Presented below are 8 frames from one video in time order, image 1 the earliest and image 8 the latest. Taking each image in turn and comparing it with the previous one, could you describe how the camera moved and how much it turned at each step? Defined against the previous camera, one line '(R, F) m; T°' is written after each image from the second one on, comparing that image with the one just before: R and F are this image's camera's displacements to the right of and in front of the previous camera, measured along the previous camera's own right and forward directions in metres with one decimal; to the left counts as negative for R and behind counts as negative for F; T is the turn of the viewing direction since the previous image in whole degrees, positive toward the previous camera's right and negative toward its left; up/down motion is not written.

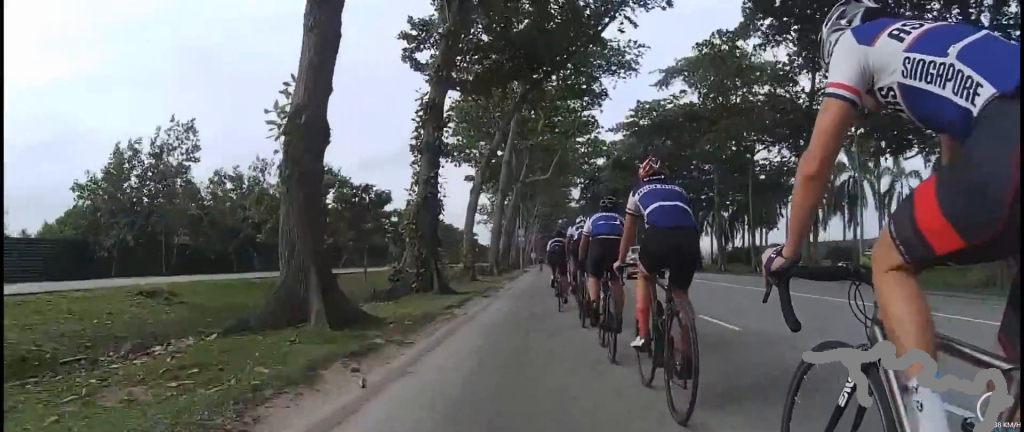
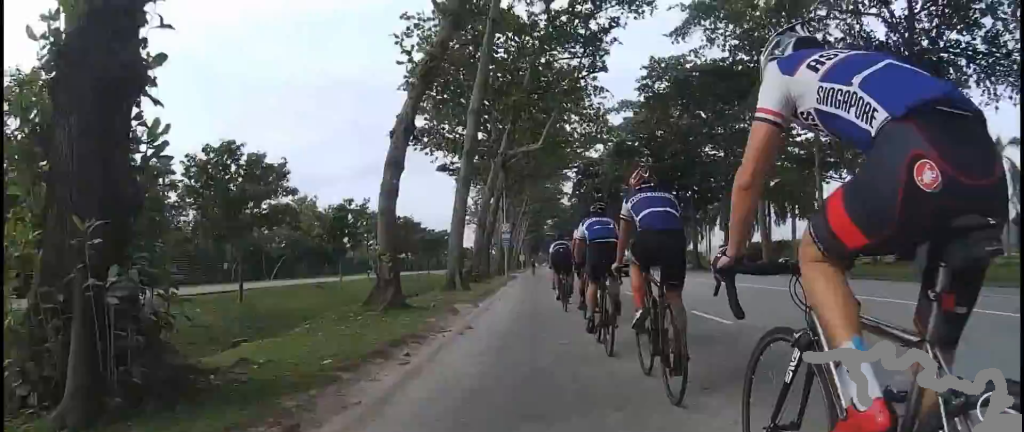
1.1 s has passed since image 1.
(+0.3, +12.1) m; +2°
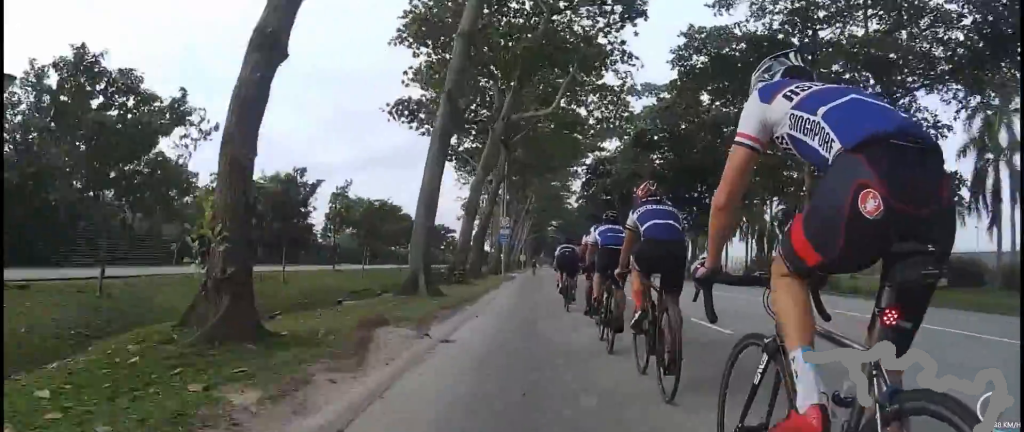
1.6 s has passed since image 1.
(+0.4, +6.6) m; 0°
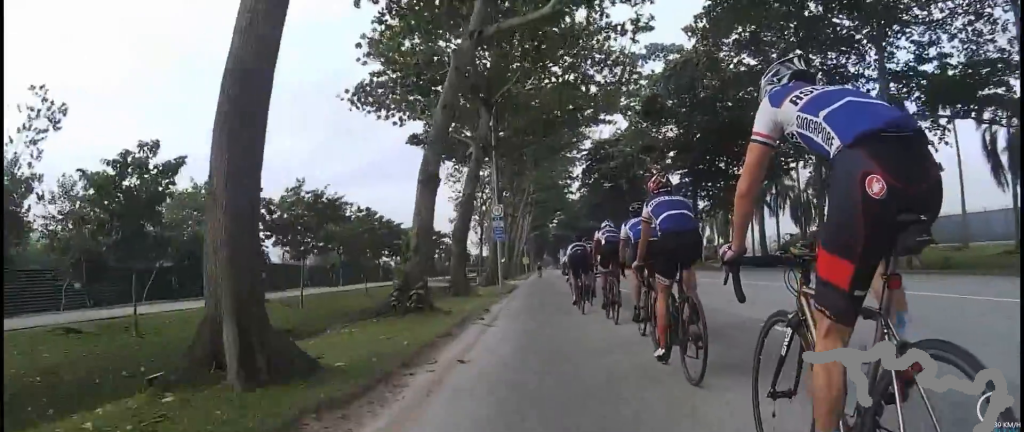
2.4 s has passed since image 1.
(-0.5, +8.8) m; 0°
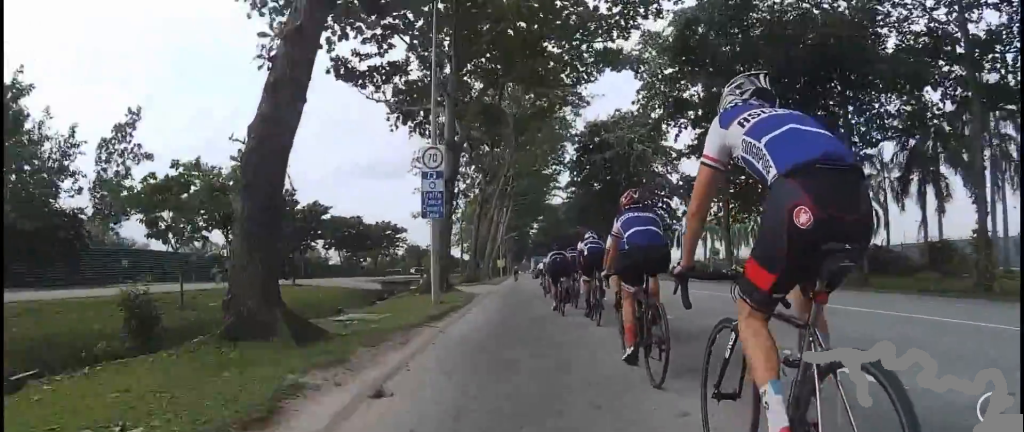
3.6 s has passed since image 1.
(+0.5, +14.4) m; 0°
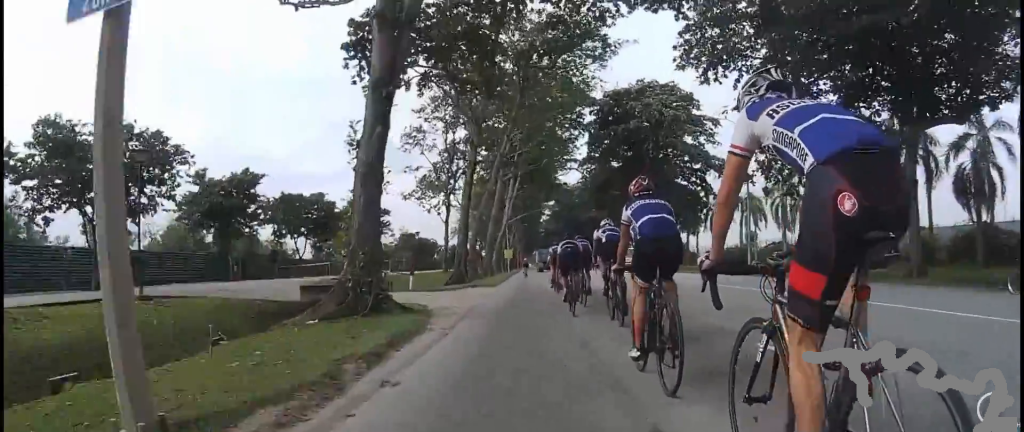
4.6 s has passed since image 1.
(-0.6, +11.5) m; 0°
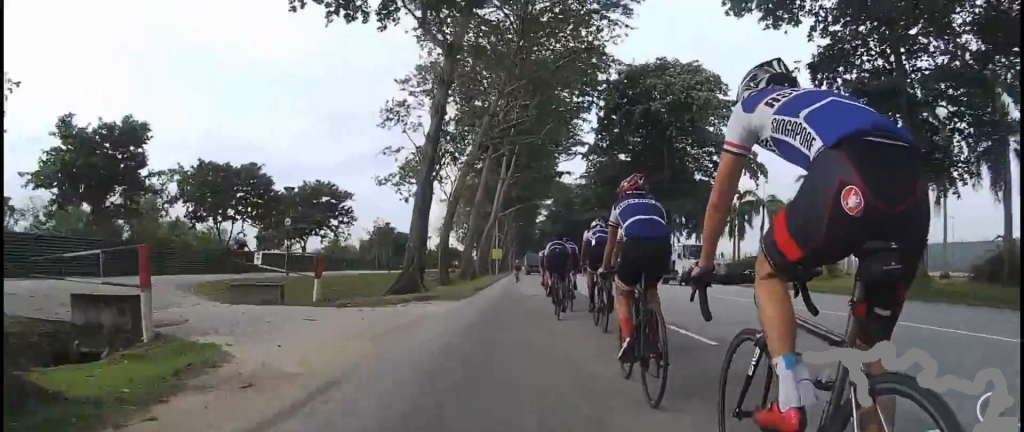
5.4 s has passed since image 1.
(+0.5, +9.4) m; 0°
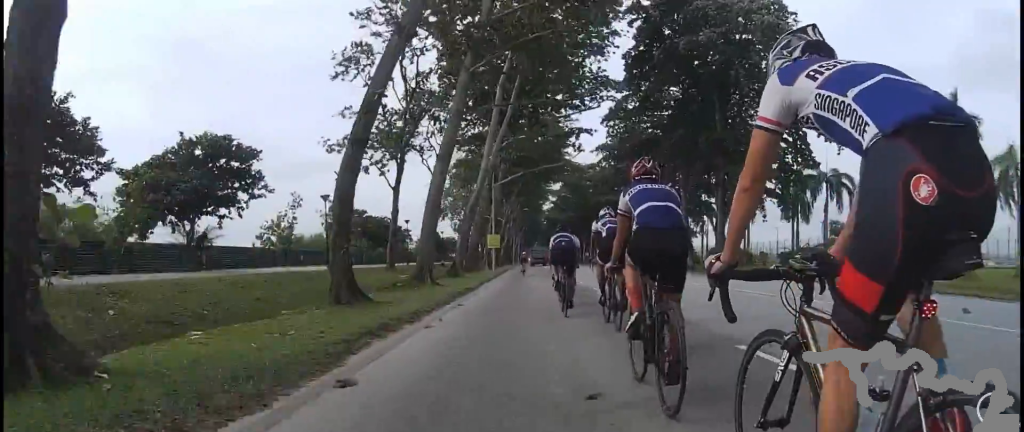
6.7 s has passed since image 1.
(-0.4, +14.8) m; +3°
